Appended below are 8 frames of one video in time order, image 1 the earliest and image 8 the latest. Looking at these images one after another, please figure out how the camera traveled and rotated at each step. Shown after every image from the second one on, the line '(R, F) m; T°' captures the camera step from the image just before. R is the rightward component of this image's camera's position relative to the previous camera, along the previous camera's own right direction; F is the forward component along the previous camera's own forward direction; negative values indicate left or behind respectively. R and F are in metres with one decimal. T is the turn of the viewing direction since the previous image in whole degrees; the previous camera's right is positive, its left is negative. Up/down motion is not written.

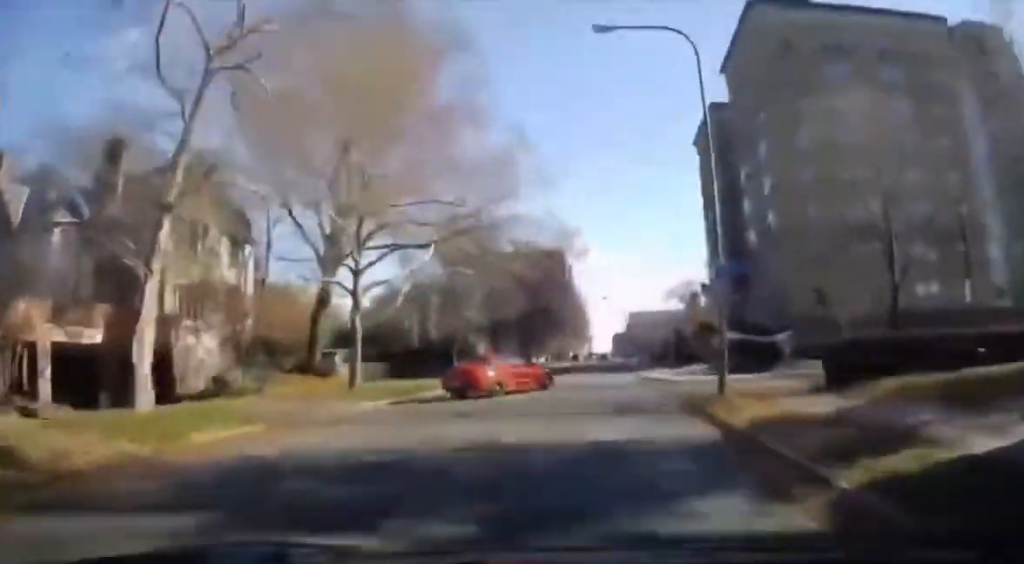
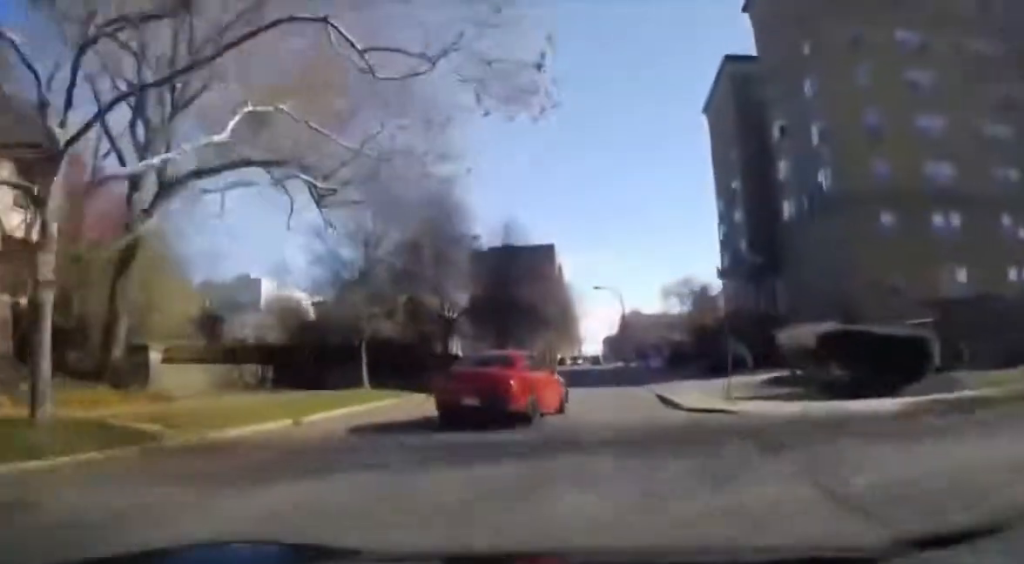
(-0.3, +15.6) m; -2°
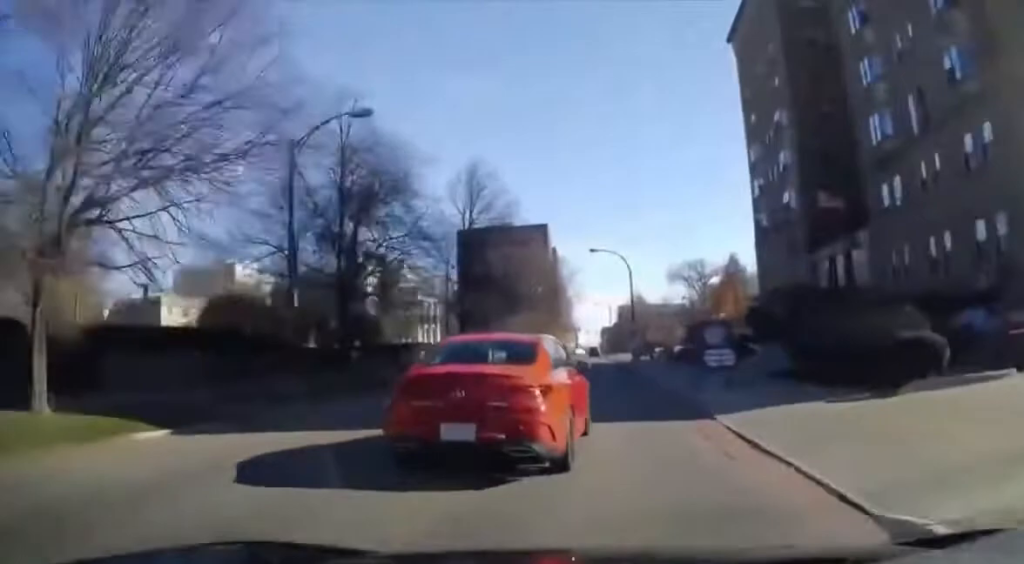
(-0.1, +18.3) m; 0°
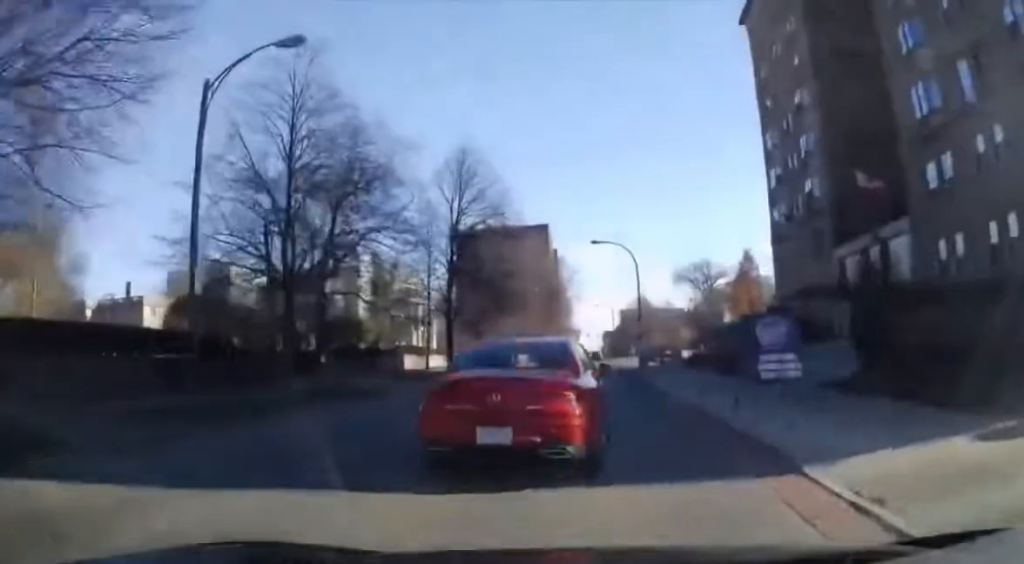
(0.0, +5.8) m; 0°
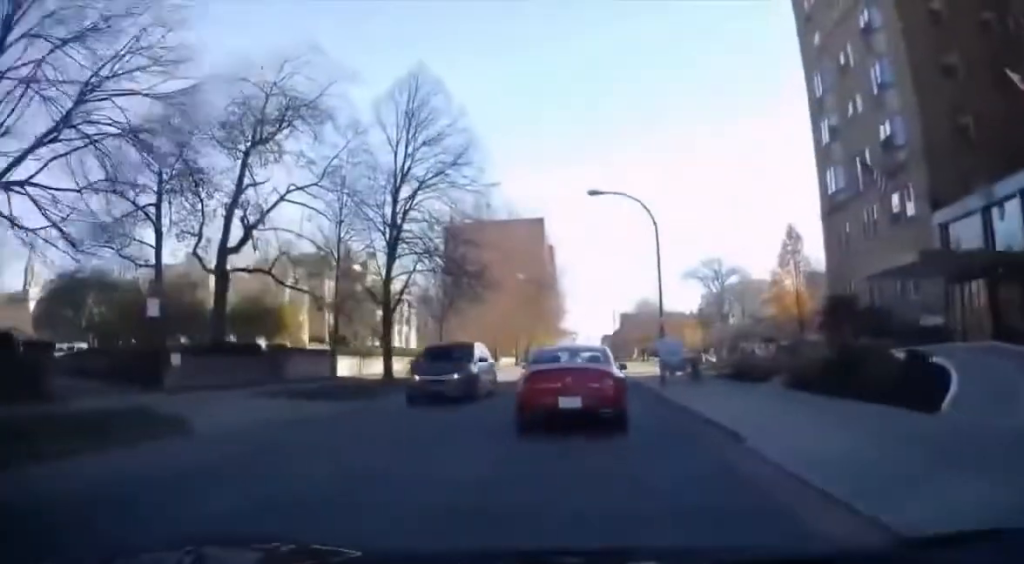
(0.0, +13.7) m; 0°
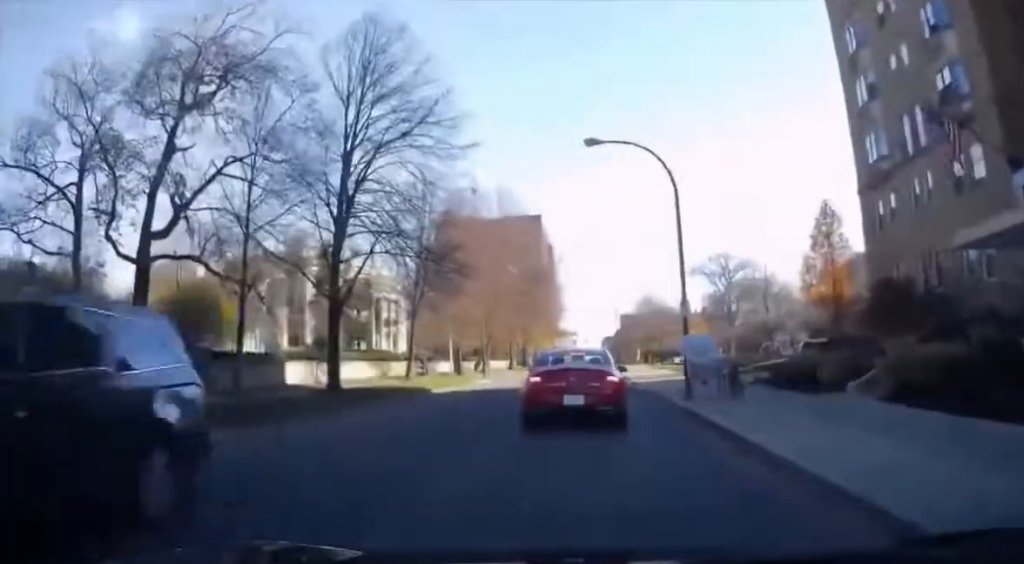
(0.0, +5.8) m; 0°
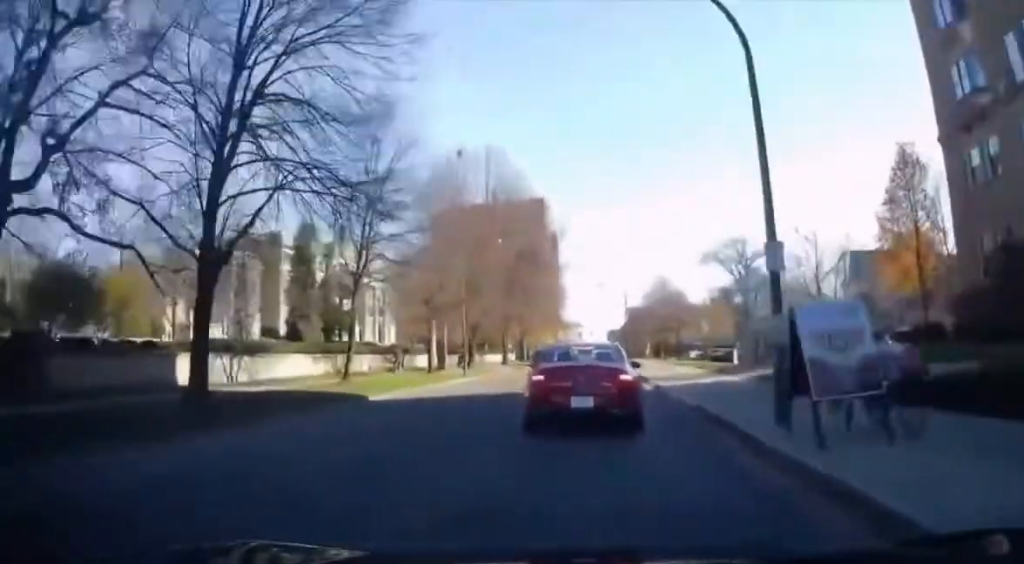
(0.0, +7.9) m; 0°
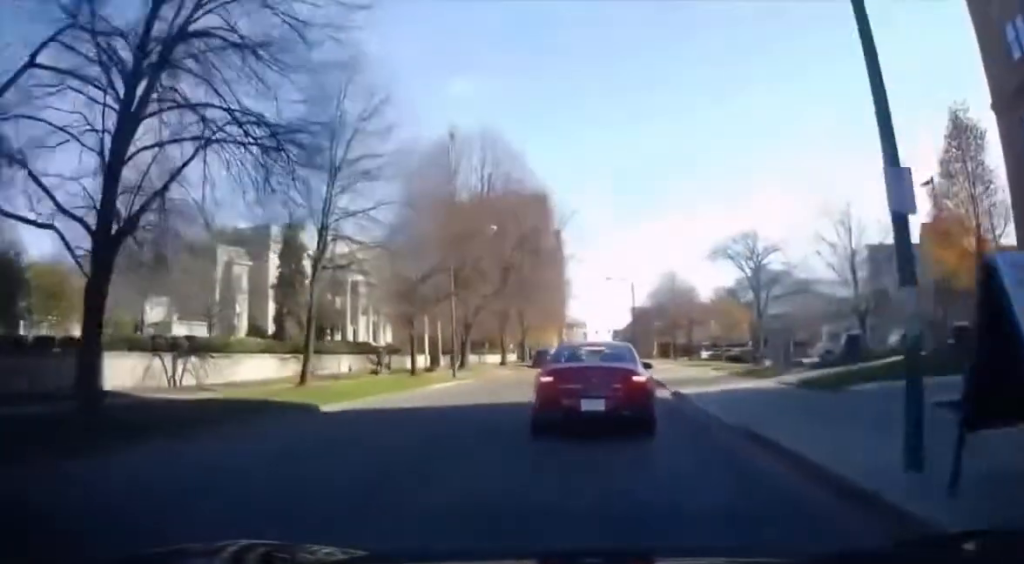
(0.0, +4.7) m; 0°
